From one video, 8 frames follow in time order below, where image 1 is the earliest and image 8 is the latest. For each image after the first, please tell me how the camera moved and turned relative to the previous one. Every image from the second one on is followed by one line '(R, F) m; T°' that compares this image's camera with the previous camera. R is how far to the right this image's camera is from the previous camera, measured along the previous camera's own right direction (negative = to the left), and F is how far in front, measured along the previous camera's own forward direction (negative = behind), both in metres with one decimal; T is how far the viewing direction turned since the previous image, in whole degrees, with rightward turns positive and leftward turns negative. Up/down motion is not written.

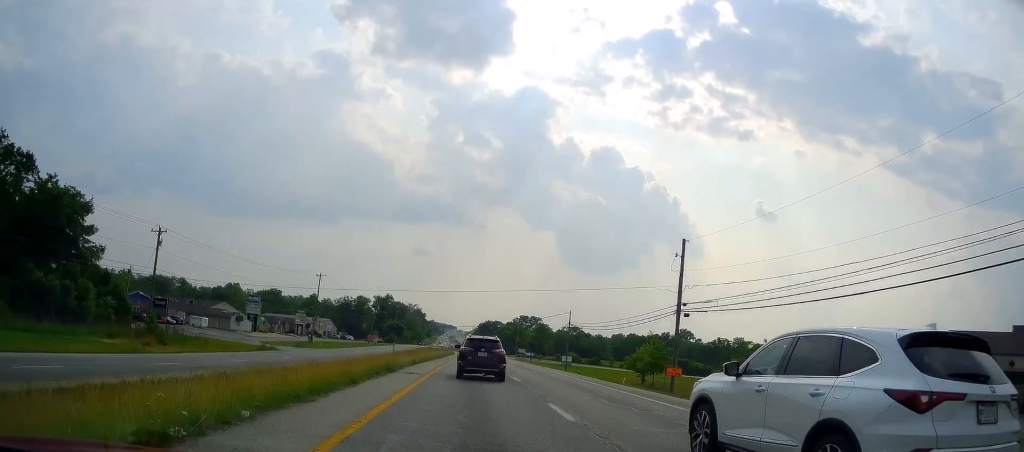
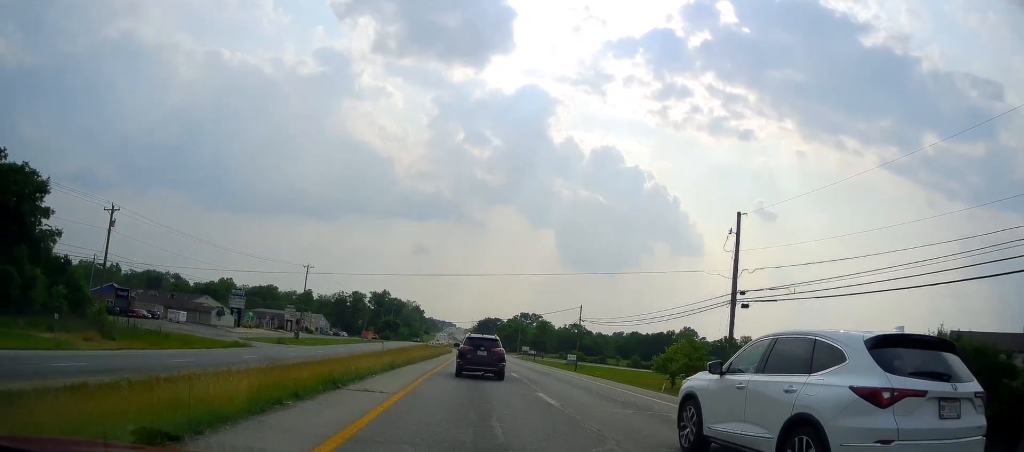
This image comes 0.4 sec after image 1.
(+0.1, +9.9) m; 0°
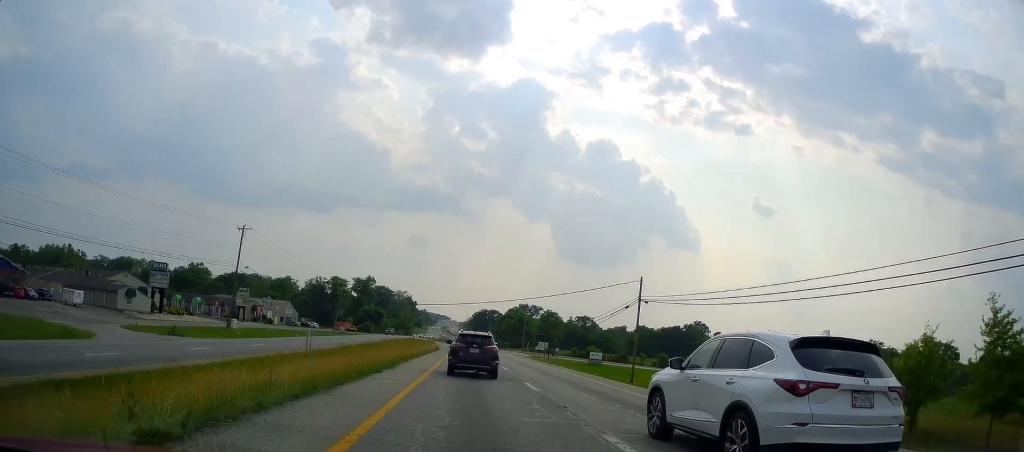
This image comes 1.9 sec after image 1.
(-0.1, +33.1) m; +1°
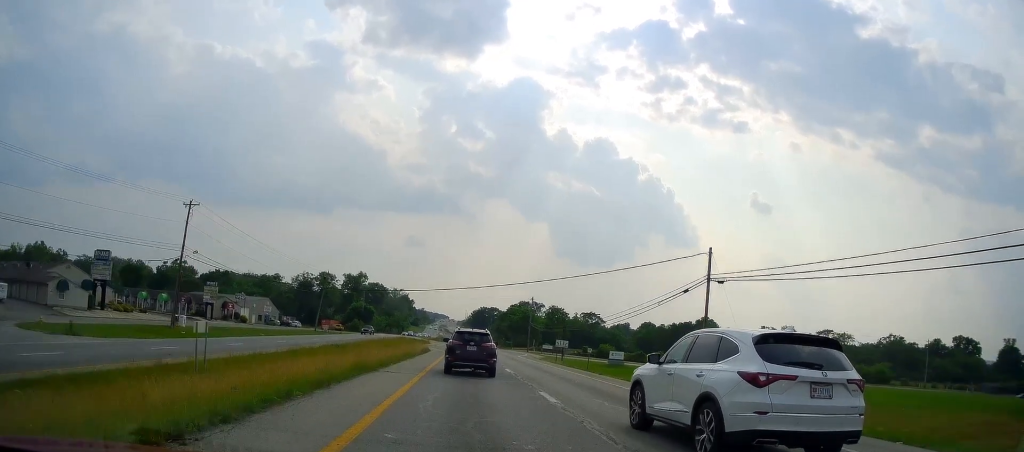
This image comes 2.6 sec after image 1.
(+0.4, +17.0) m; +1°
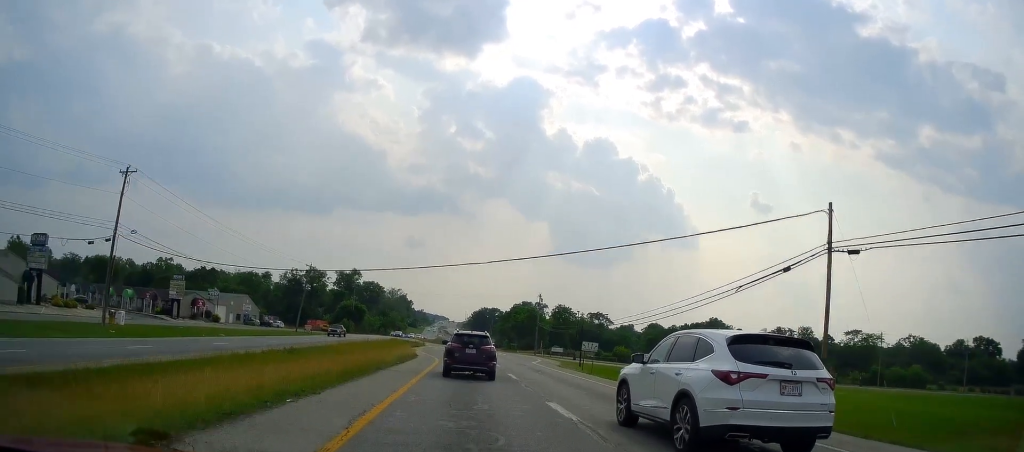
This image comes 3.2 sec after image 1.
(+0.1, +14.7) m; 0°
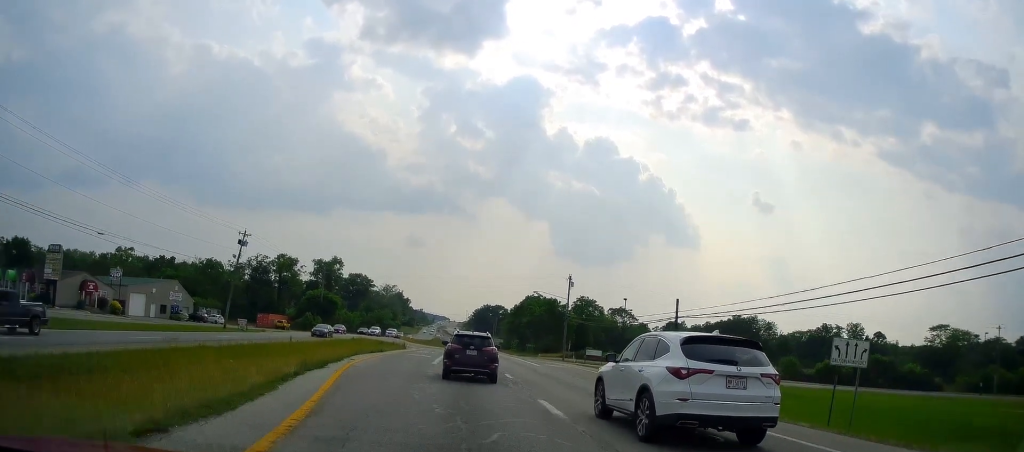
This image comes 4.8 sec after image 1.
(0.0, +35.8) m; -1°
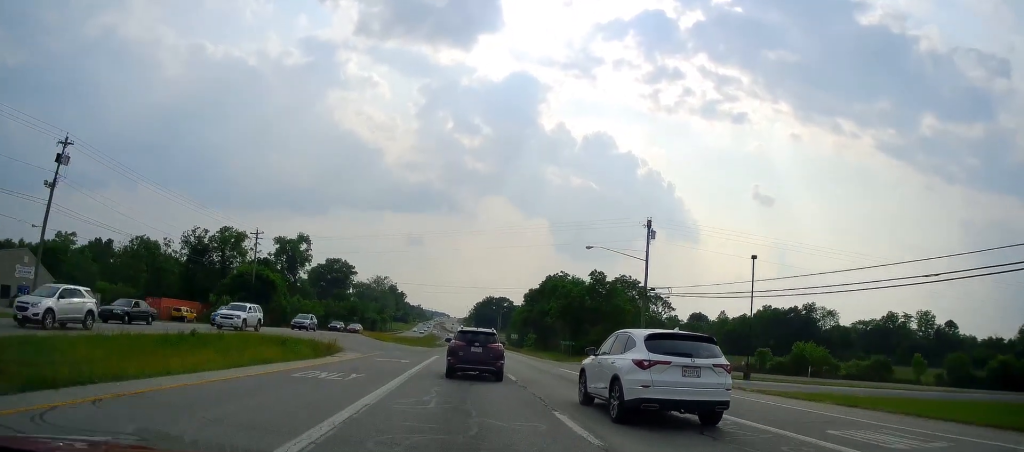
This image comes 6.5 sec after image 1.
(-0.2, +40.5) m; +1°
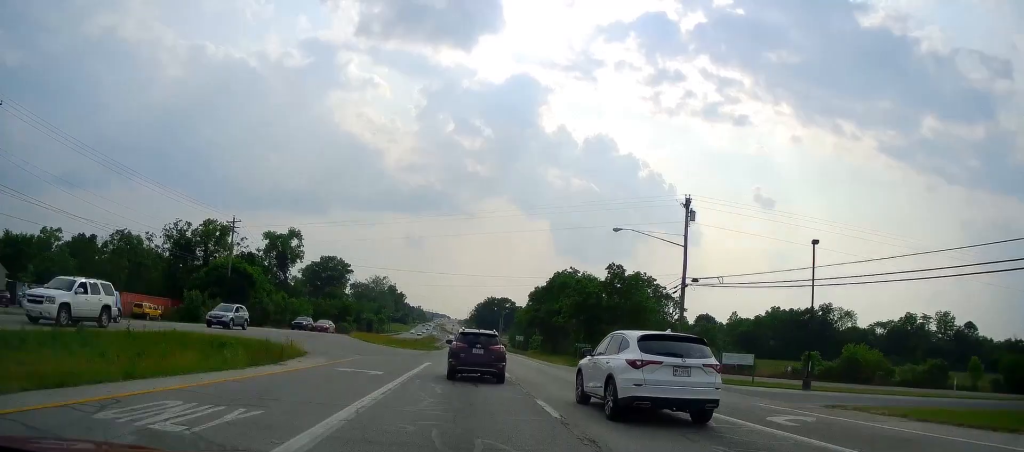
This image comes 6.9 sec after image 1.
(+0.1, +9.4) m; 0°
